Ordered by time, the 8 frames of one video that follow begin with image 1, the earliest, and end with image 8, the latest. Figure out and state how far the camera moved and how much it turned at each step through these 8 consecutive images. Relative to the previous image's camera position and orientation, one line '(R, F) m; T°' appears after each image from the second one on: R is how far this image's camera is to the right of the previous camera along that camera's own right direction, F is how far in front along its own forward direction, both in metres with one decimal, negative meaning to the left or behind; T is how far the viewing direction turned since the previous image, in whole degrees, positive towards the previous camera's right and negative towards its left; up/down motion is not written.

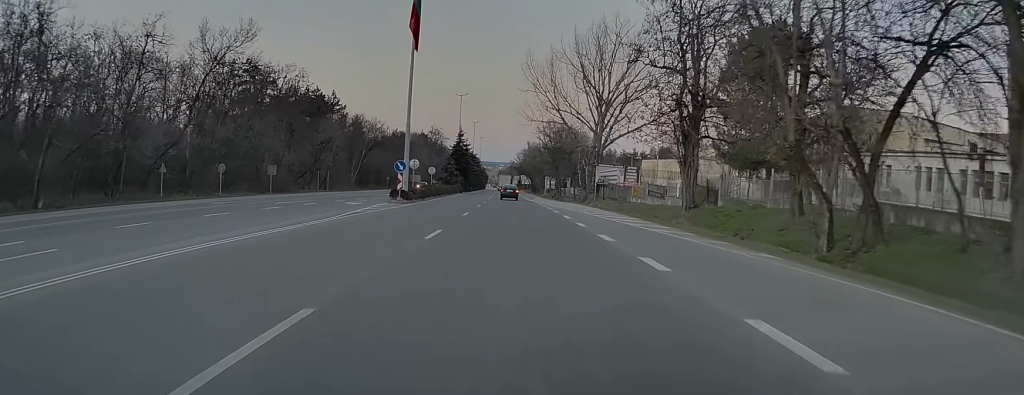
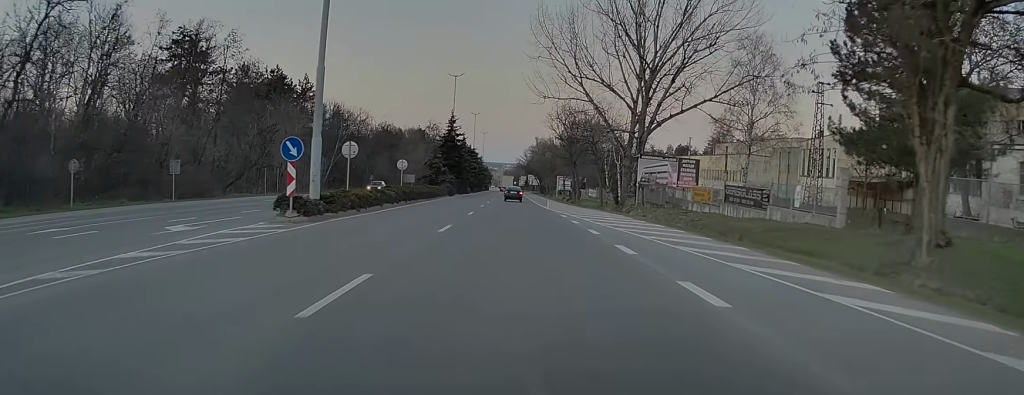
(0.0, +21.4) m; 0°
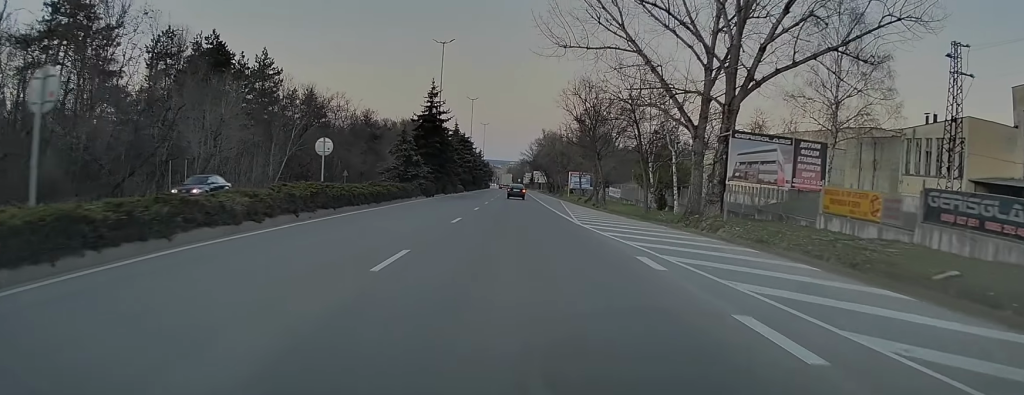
(-0.4, +20.8) m; -1°
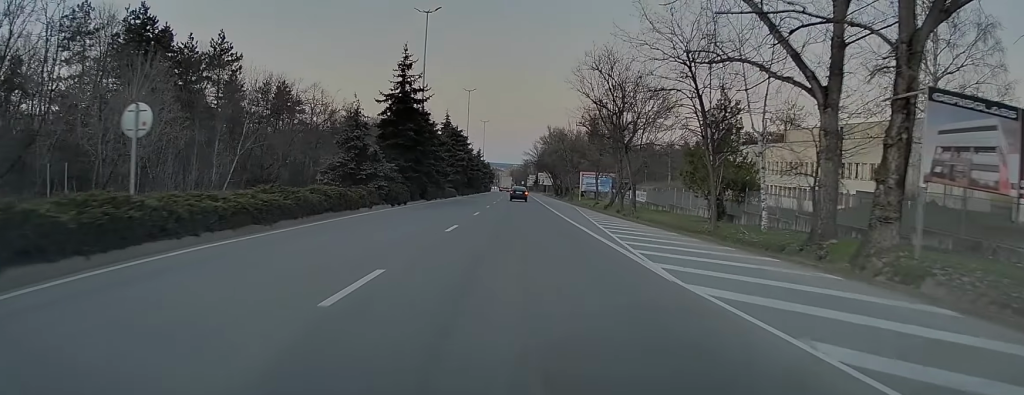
(0.0, +14.6) m; 0°
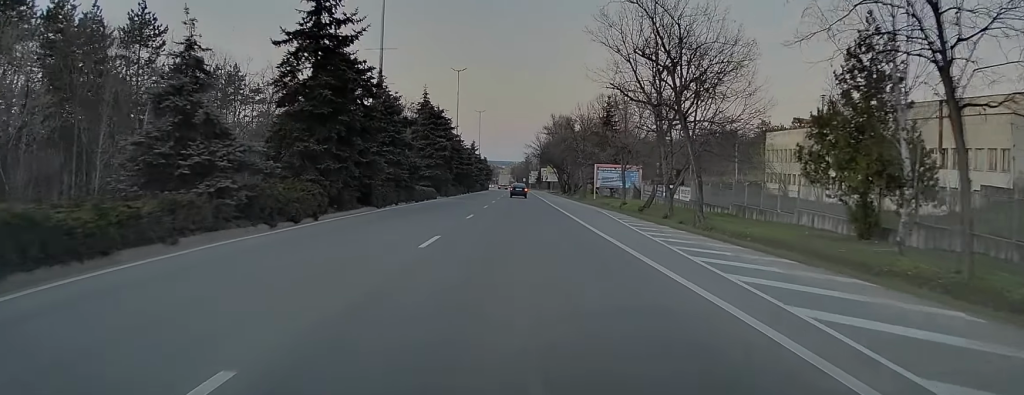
(-0.1, +17.4) m; 0°
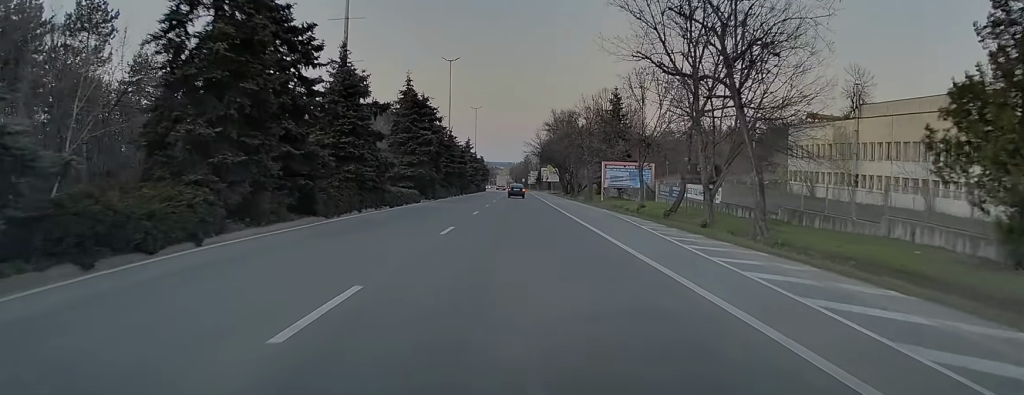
(+0.1, +8.0) m; +1°
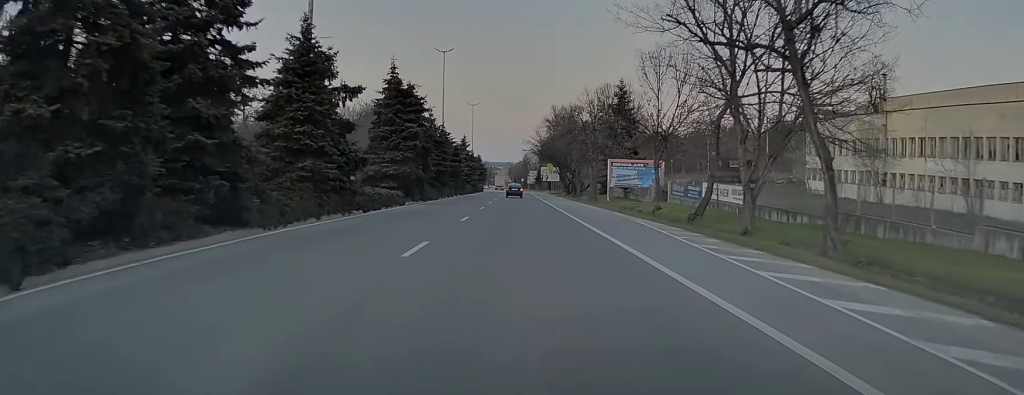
(0.0, +5.5) m; 0°
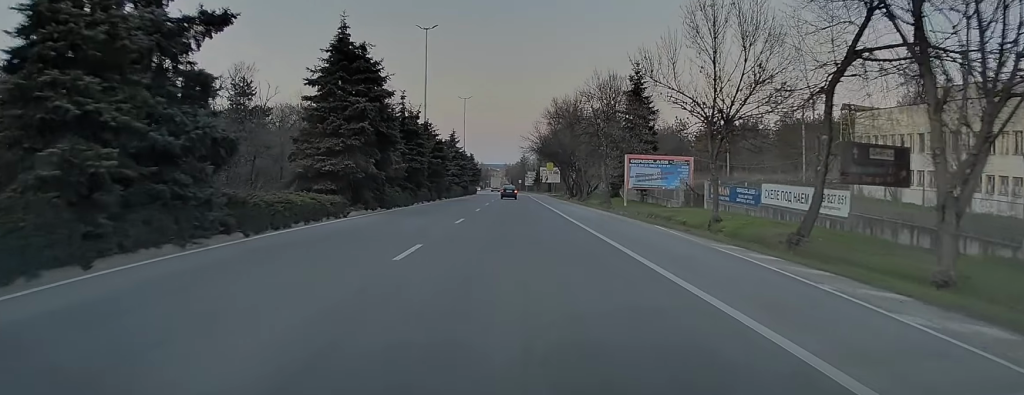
(0.0, +12.3) m; 0°
